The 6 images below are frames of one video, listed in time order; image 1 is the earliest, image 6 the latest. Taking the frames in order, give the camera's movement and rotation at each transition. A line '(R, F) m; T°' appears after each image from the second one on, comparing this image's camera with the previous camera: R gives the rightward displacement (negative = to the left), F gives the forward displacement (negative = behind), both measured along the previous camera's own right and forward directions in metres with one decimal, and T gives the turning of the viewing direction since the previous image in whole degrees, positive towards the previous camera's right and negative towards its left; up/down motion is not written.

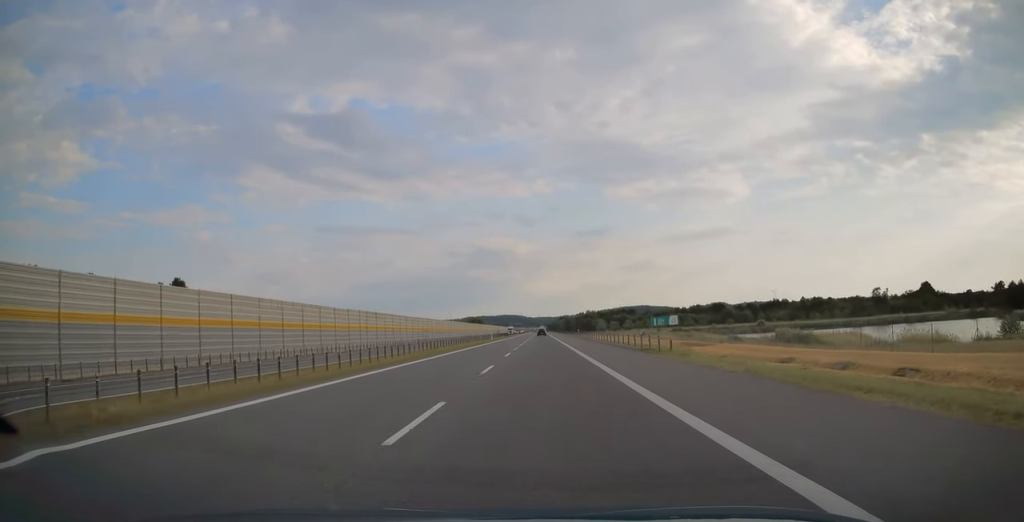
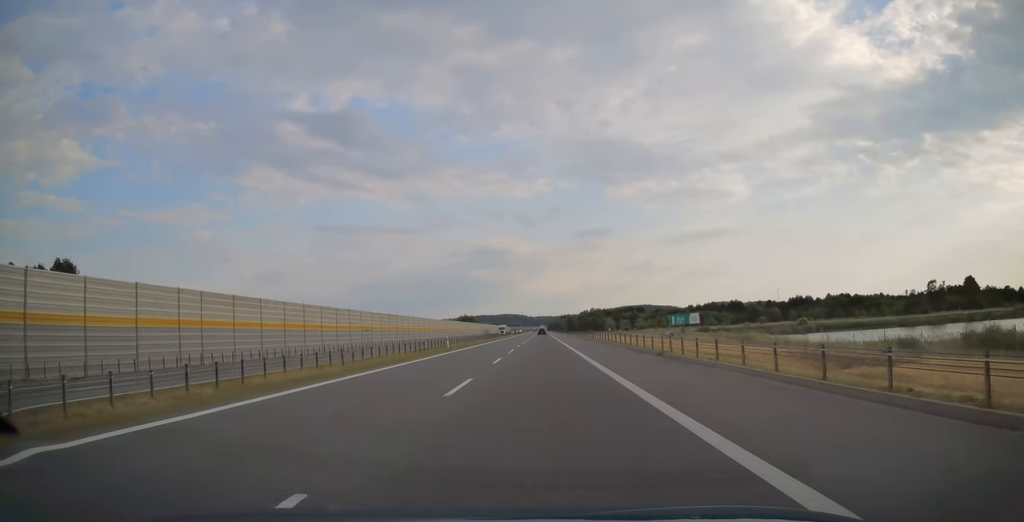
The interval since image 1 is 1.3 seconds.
(-0.2, +42.6) m; 0°
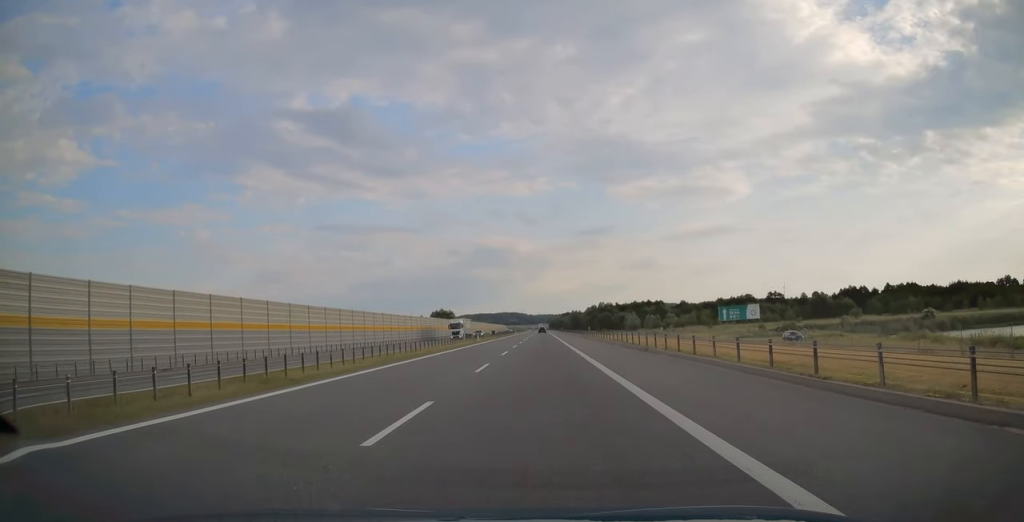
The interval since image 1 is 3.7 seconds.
(+0.3, +77.6) m; 0°
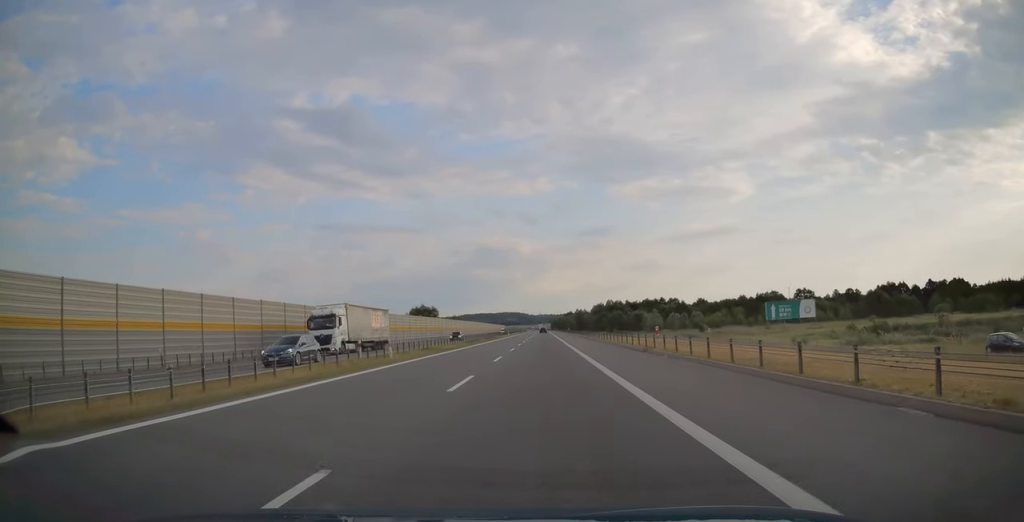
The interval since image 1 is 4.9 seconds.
(-0.1, +41.4) m; 0°
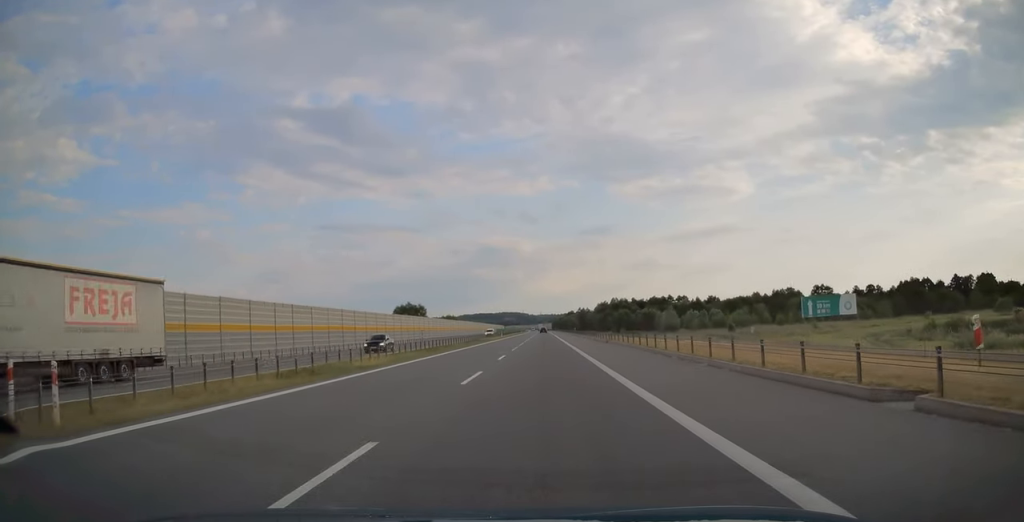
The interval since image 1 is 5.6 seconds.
(-0.1, +22.3) m; 0°
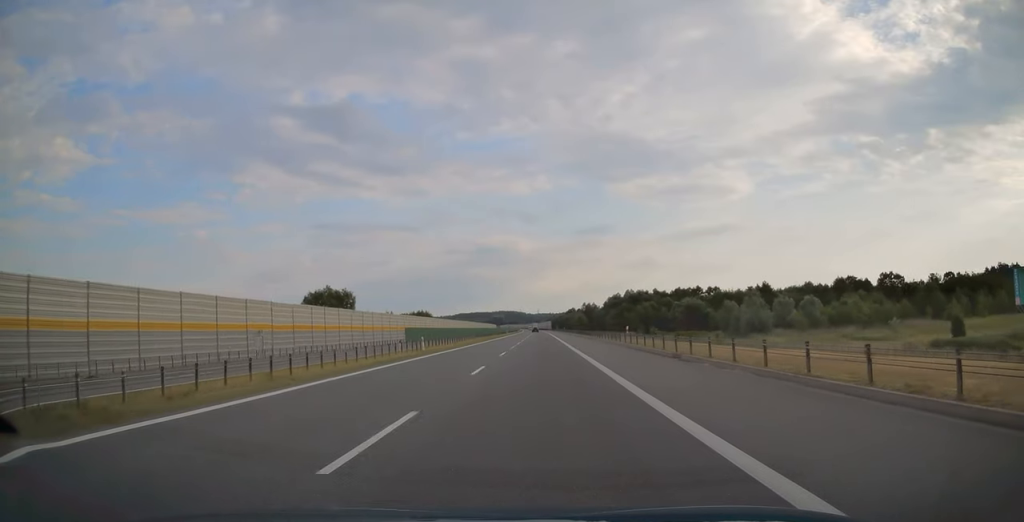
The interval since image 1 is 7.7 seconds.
(0.0, +69.0) m; 0°
